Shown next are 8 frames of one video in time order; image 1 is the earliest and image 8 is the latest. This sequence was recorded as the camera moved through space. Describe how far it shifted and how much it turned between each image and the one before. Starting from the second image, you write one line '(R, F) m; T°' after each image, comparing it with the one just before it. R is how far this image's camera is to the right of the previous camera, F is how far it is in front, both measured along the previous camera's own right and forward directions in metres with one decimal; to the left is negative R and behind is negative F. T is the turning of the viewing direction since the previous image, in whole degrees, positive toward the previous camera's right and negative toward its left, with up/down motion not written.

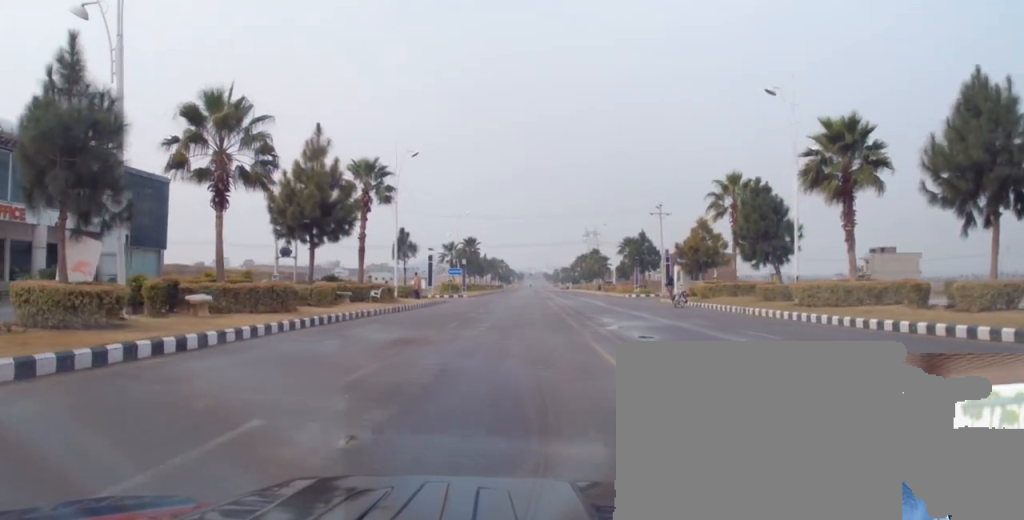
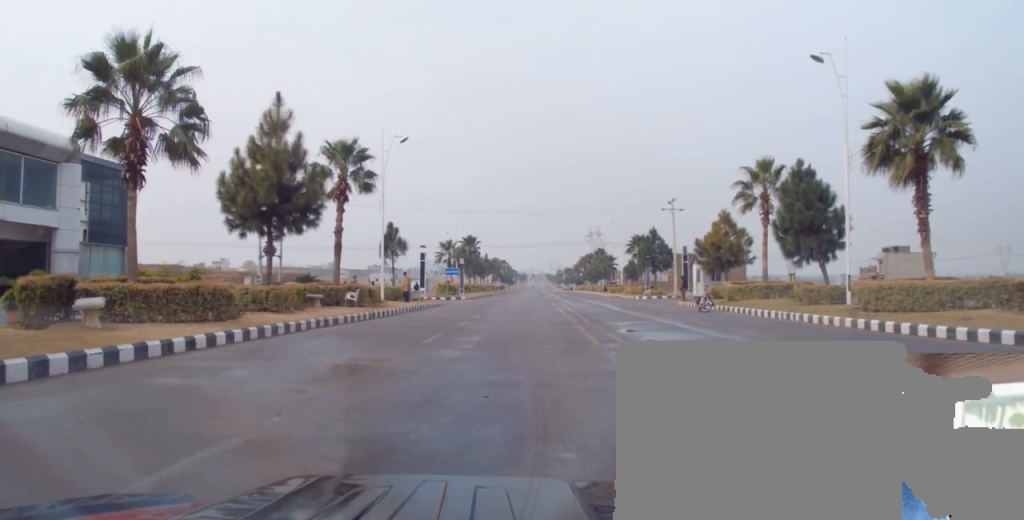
(-0.4, +5.6) m; -4°
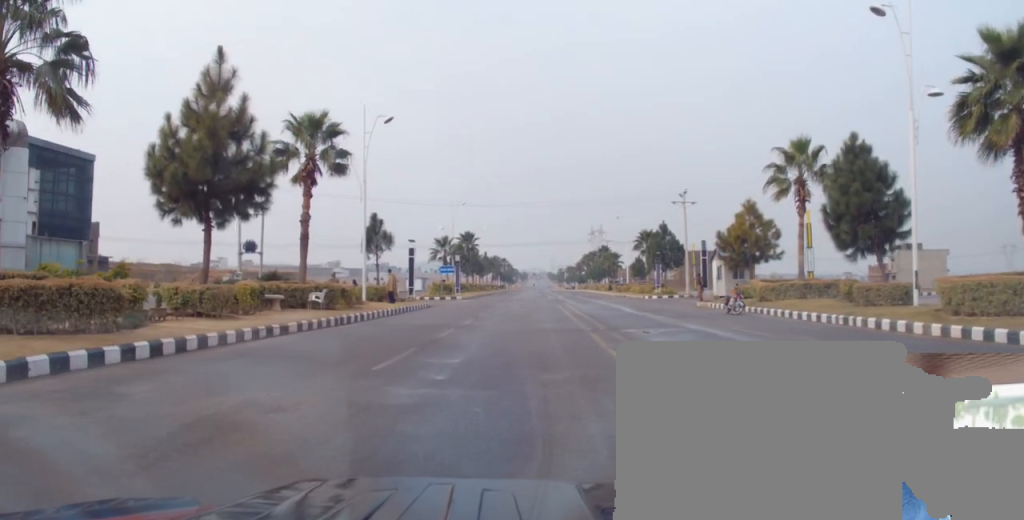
(-0.1, +5.2) m; +2°
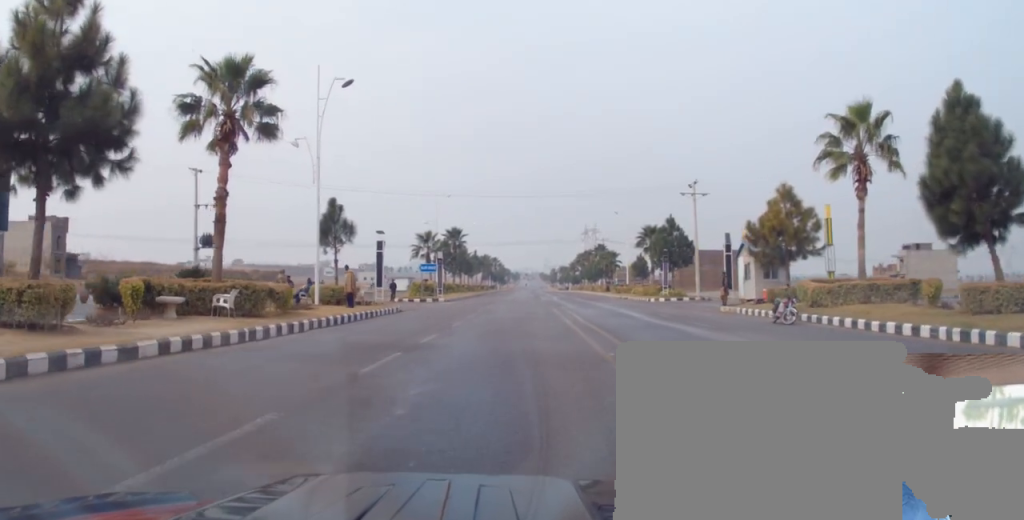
(+0.3, +7.2) m; +3°
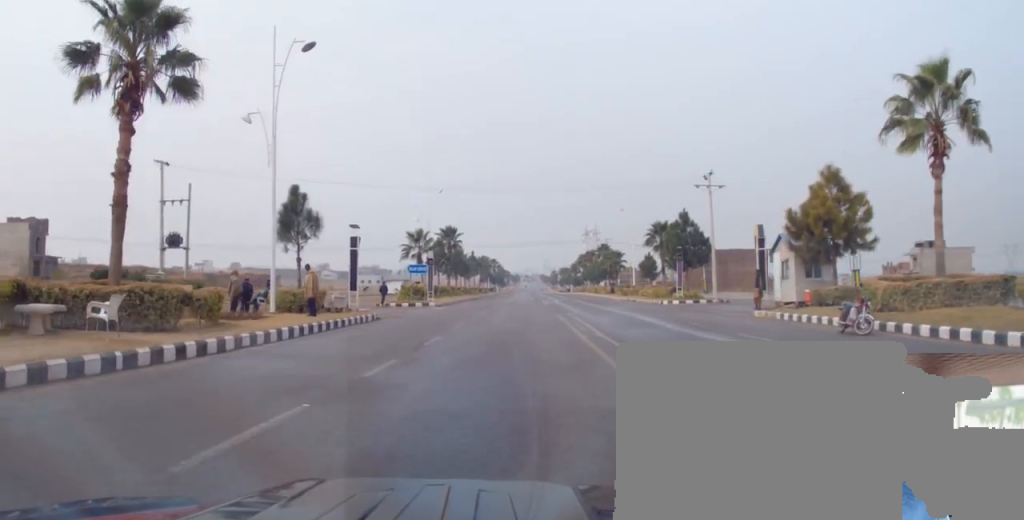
(+0.2, +5.6) m; -1°
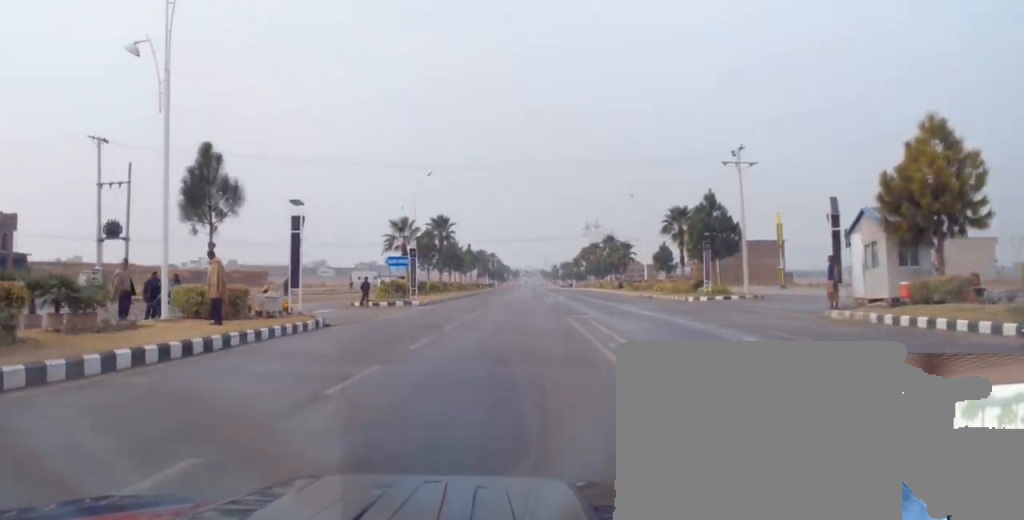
(-0.5, +8.1) m; -4°
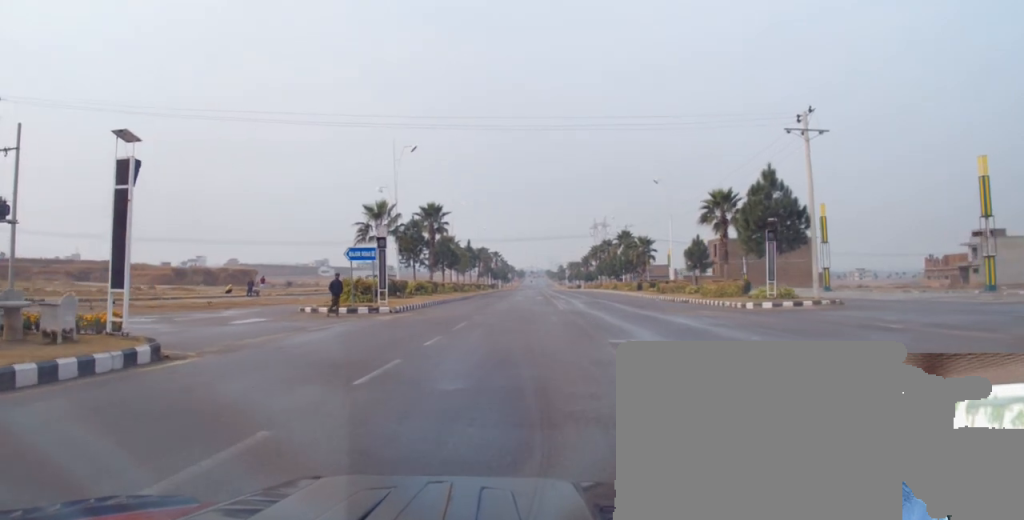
(0.0, +11.3) m; +1°
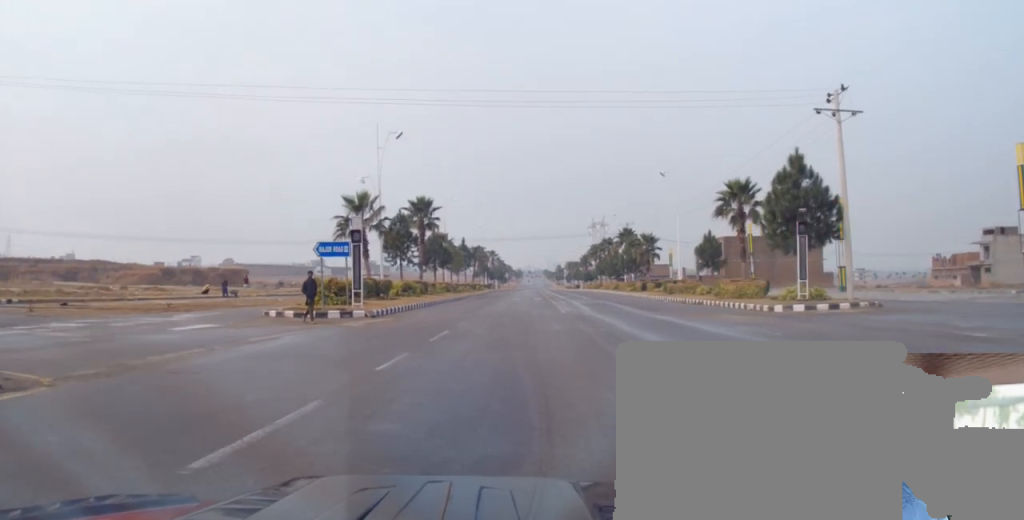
(0.0, +4.5) m; +1°
